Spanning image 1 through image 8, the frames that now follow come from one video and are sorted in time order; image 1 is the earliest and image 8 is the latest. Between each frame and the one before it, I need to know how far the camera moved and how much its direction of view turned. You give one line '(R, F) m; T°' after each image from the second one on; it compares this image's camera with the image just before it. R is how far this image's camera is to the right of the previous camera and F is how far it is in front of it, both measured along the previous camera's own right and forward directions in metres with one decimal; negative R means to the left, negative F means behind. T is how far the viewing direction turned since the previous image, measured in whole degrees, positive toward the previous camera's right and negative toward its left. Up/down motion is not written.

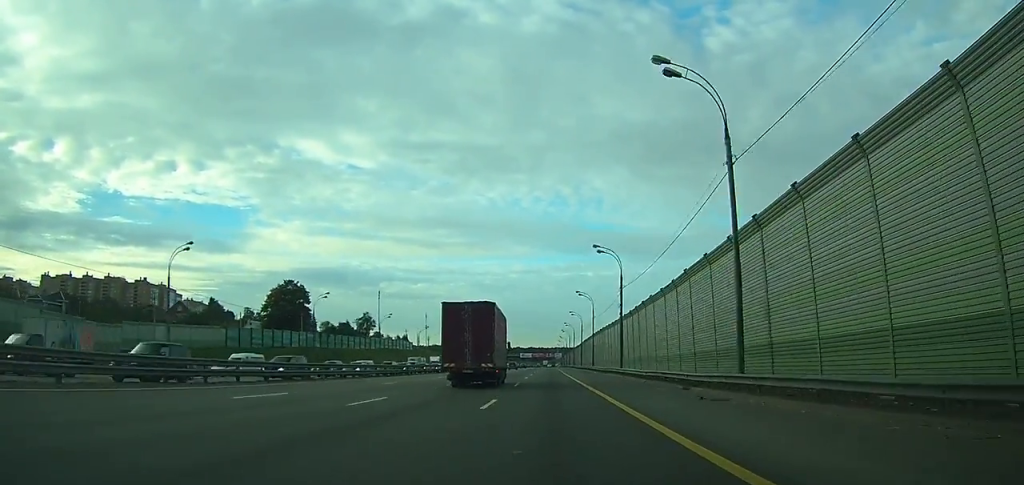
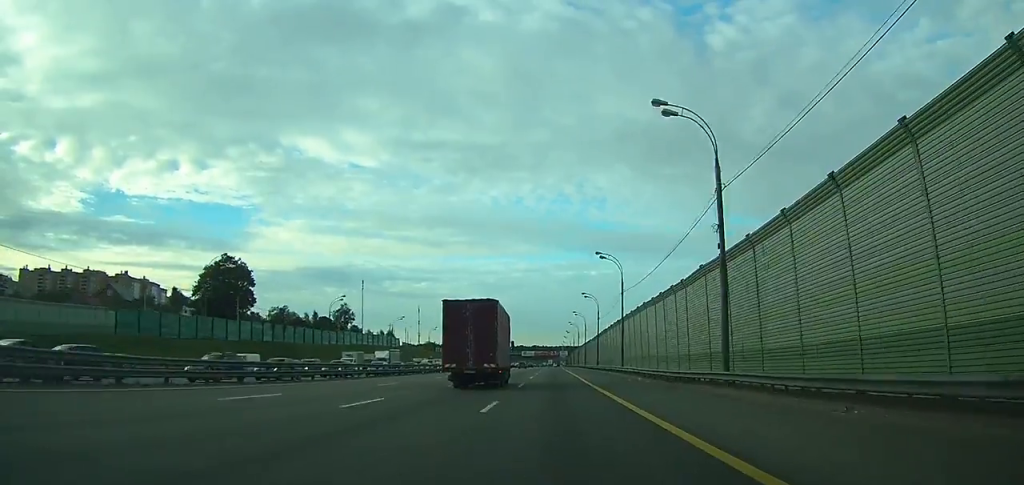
(+0.1, +33.3) m; 0°
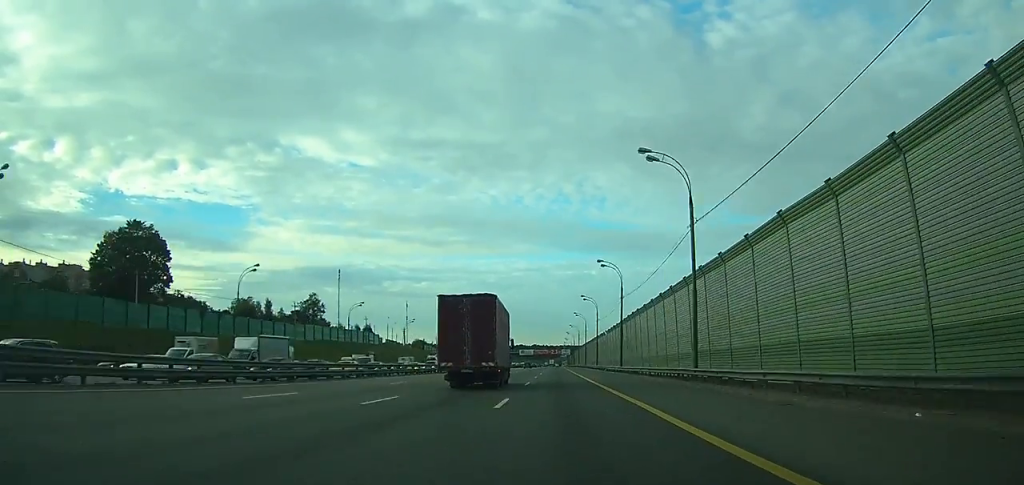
(-0.1, +31.3) m; 0°
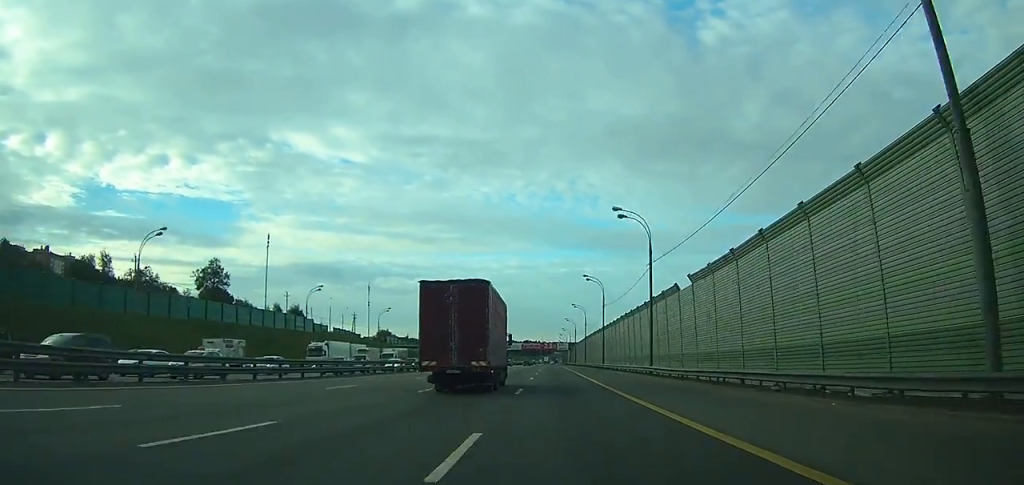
(+0.2, +59.0) m; 0°
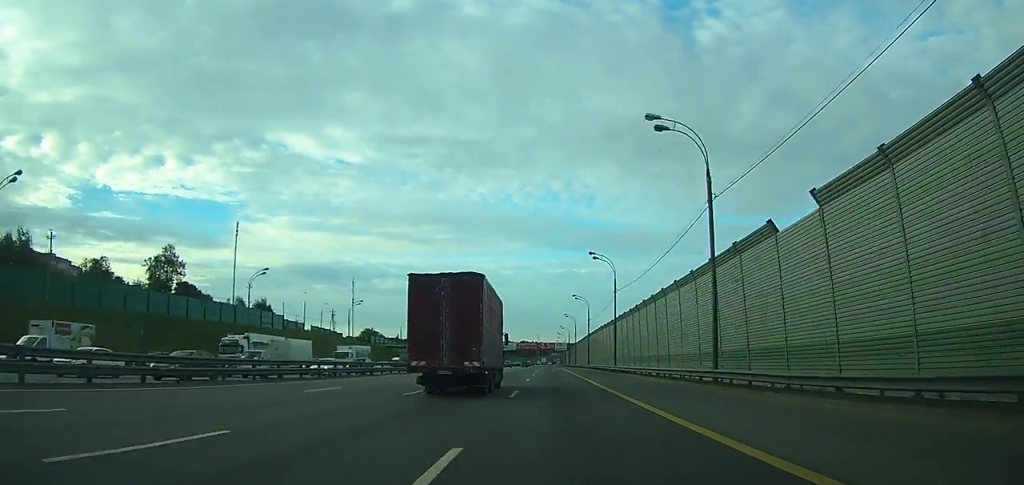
(0.0, +18.4) m; 0°
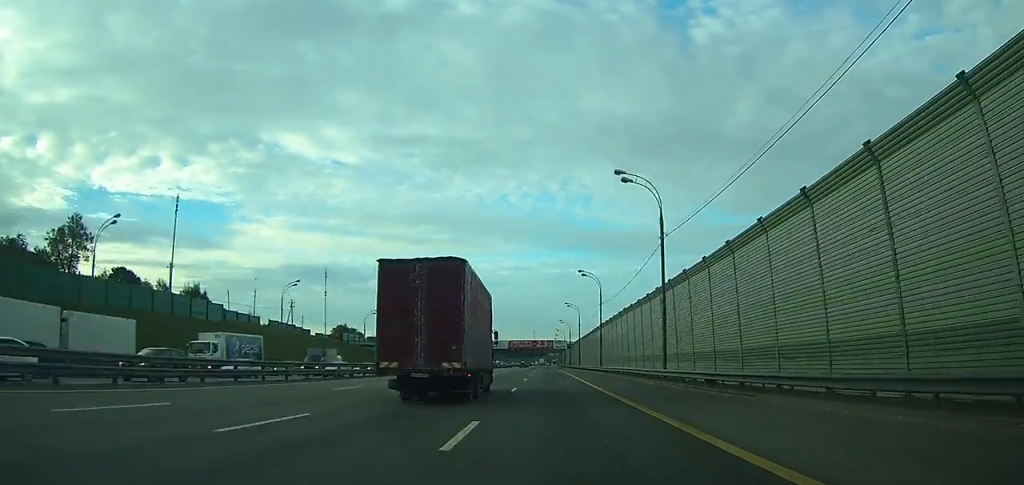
(0.0, +29.6) m; 0°
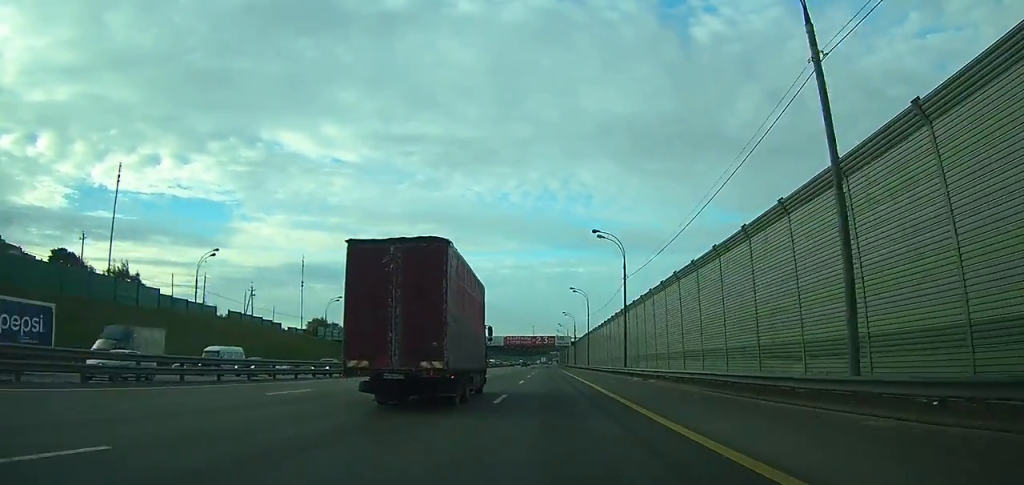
(-0.1, +24.1) m; 0°
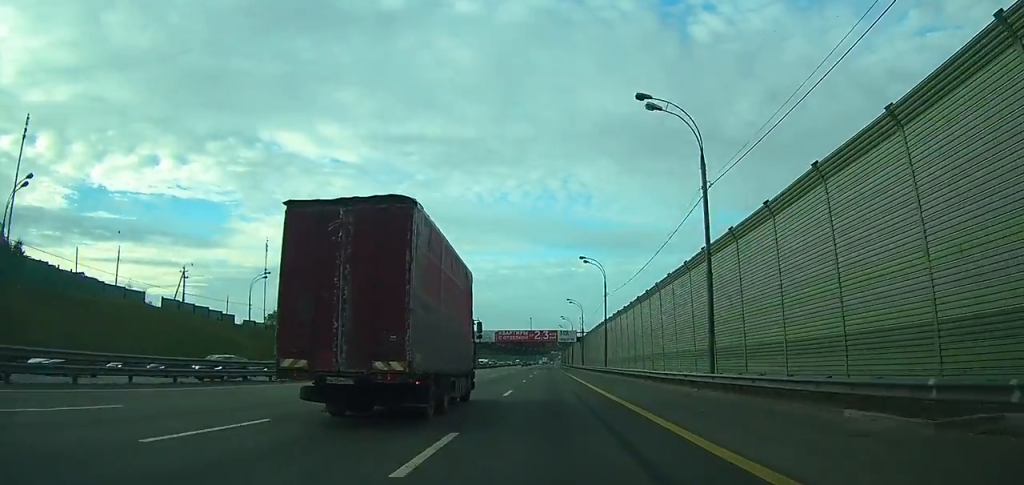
(0.0, +29.1) m; 0°
